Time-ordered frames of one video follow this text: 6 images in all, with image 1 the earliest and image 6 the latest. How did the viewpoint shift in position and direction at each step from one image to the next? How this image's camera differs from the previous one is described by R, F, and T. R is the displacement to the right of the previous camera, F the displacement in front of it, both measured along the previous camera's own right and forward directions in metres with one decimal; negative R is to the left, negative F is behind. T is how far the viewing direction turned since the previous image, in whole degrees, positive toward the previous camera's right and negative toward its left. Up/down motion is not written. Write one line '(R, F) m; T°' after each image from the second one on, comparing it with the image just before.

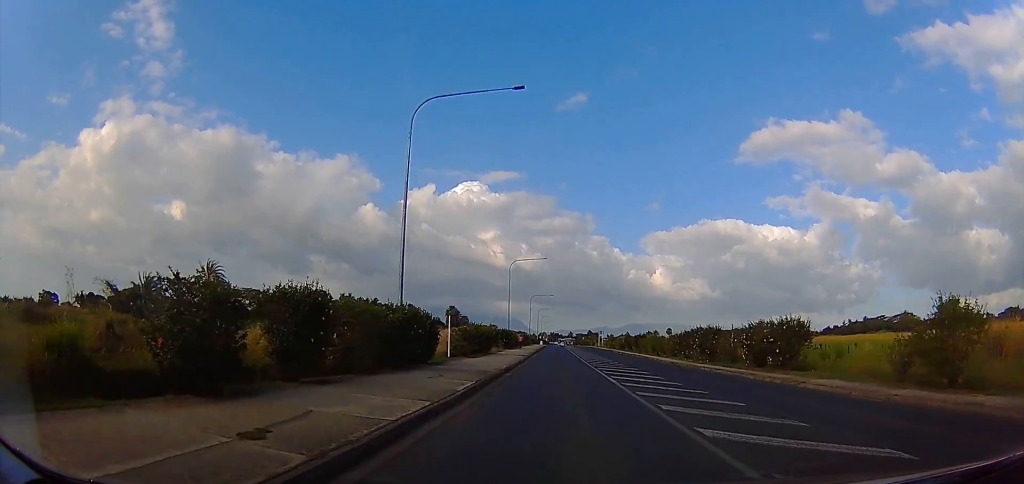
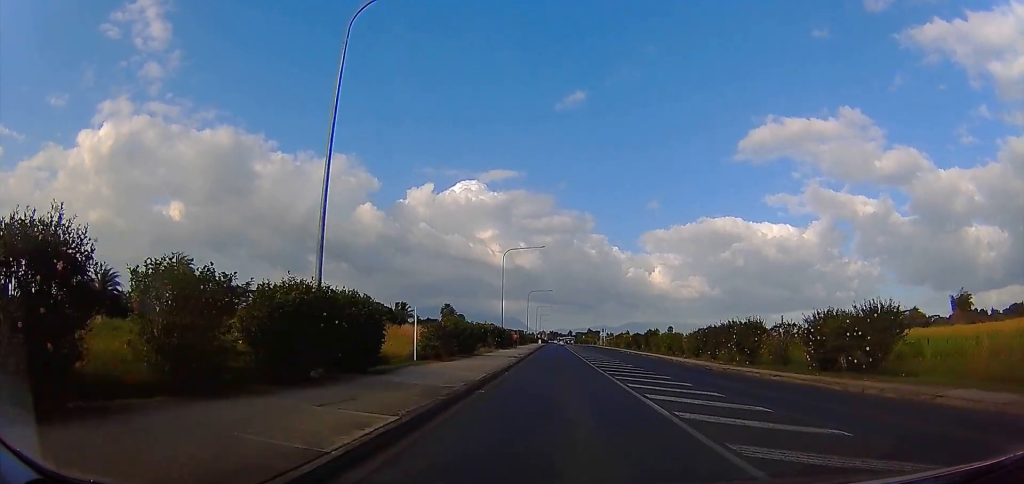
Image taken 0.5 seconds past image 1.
(+0.6, +7.3) m; +2°
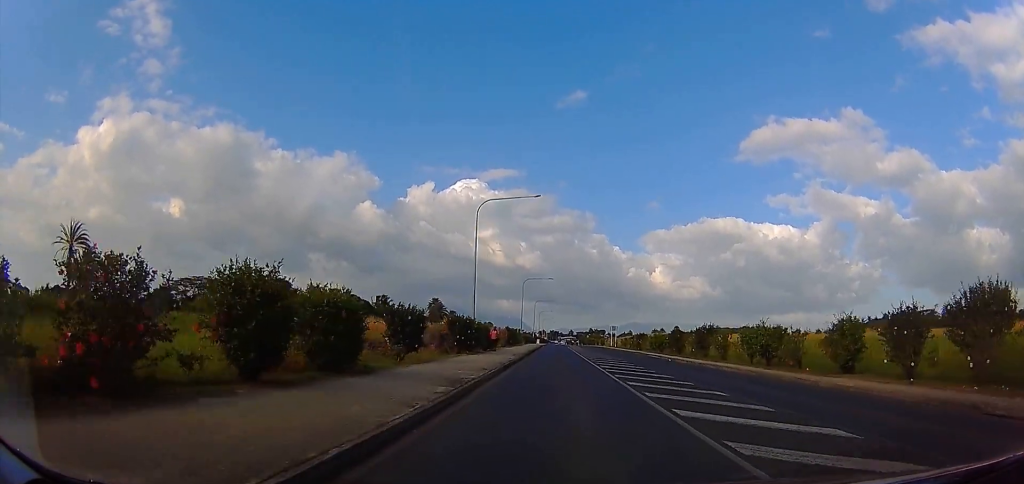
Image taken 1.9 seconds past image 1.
(-0.3, +20.2) m; 0°
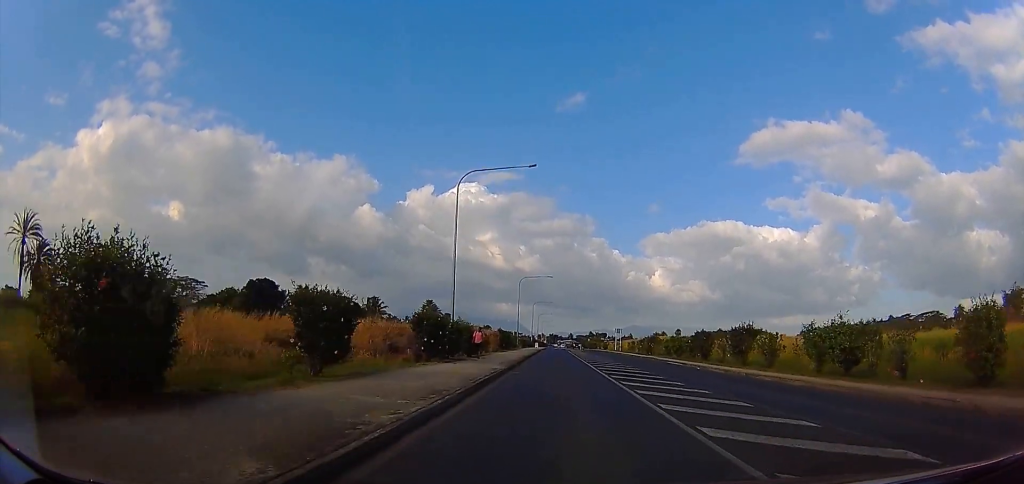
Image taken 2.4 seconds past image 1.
(+0.3, +7.5) m; 0°
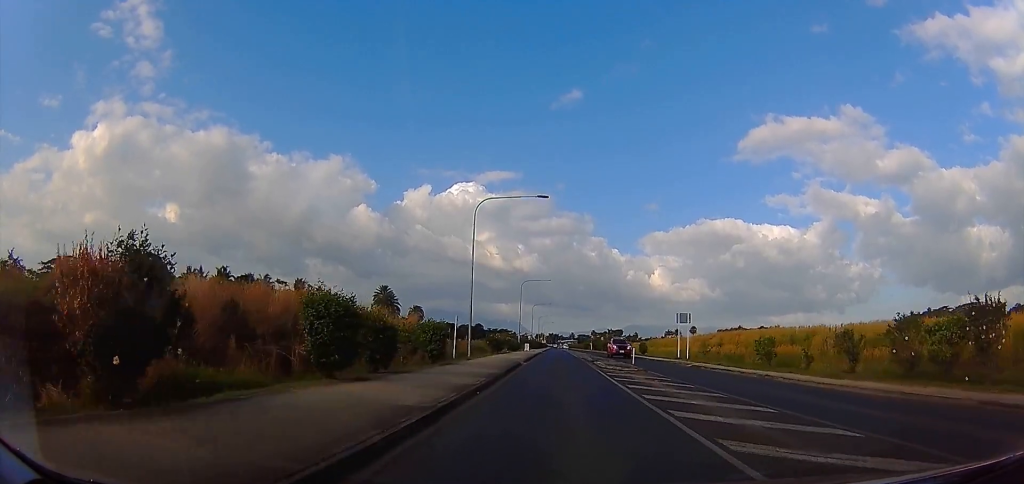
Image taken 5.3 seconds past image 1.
(-1.9, +45.2) m; 0°
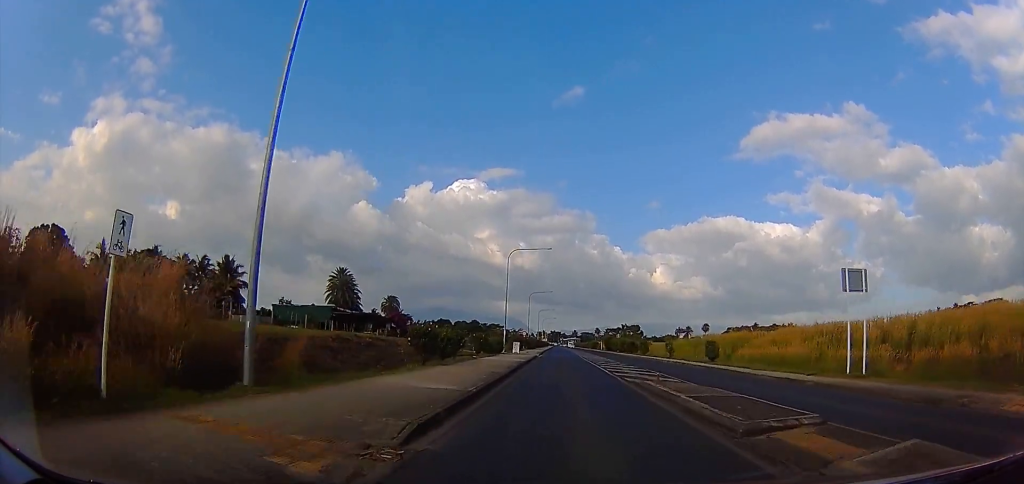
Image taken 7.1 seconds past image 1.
(+0.1, +26.3) m; -3°
